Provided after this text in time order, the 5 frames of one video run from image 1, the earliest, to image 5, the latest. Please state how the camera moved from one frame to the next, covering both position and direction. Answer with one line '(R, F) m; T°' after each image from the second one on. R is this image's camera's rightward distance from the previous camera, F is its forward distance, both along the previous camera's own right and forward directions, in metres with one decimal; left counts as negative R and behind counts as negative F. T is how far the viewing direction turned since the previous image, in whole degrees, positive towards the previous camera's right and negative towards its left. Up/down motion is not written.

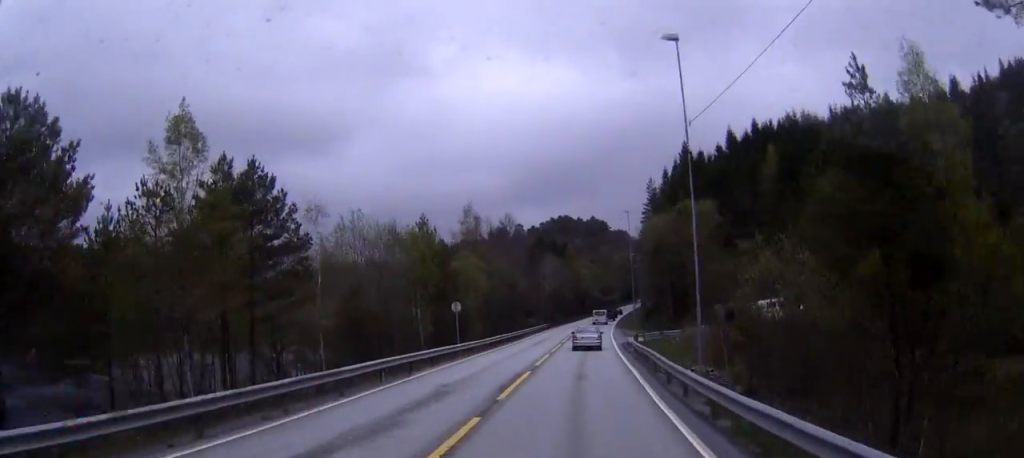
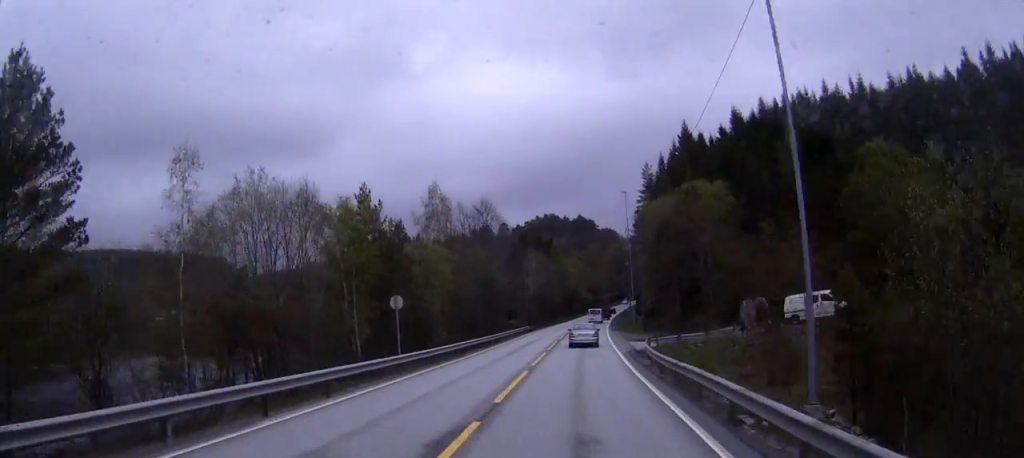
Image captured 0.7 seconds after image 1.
(+0.4, +13.3) m; +1°
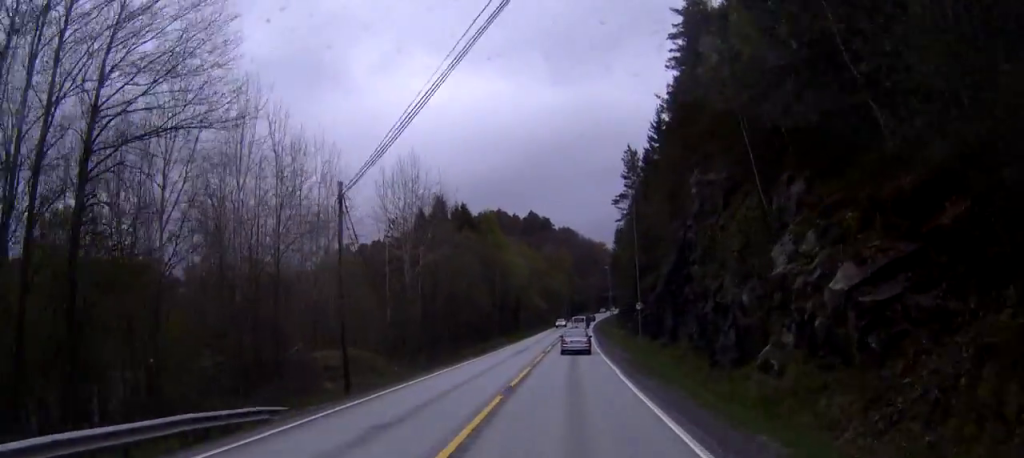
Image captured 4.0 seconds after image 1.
(0.0, +66.4) m; 0°
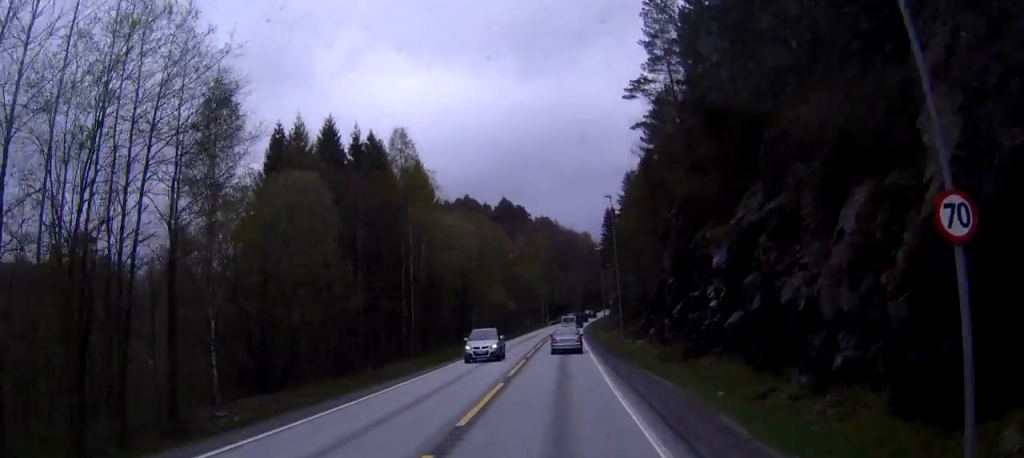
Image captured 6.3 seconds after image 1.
(+0.7, +44.3) m; +2°
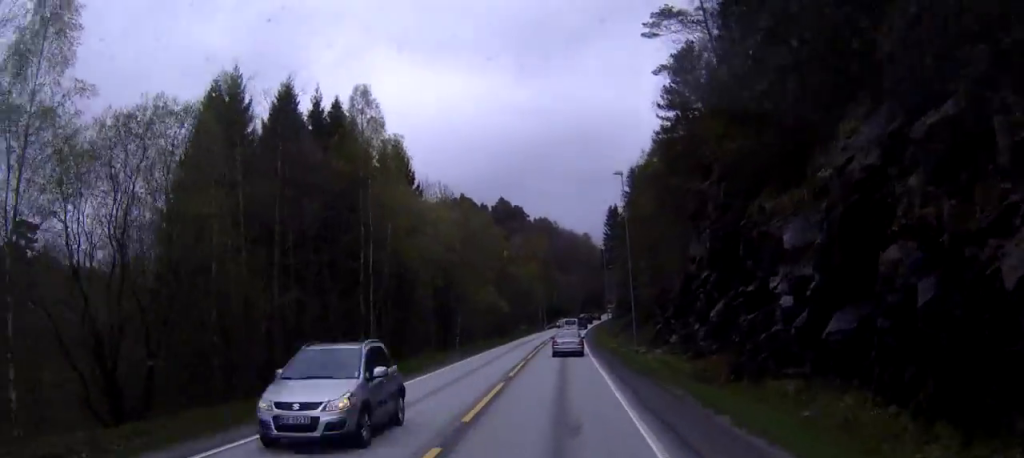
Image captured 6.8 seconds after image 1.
(+0.1, +11.3) m; 0°
